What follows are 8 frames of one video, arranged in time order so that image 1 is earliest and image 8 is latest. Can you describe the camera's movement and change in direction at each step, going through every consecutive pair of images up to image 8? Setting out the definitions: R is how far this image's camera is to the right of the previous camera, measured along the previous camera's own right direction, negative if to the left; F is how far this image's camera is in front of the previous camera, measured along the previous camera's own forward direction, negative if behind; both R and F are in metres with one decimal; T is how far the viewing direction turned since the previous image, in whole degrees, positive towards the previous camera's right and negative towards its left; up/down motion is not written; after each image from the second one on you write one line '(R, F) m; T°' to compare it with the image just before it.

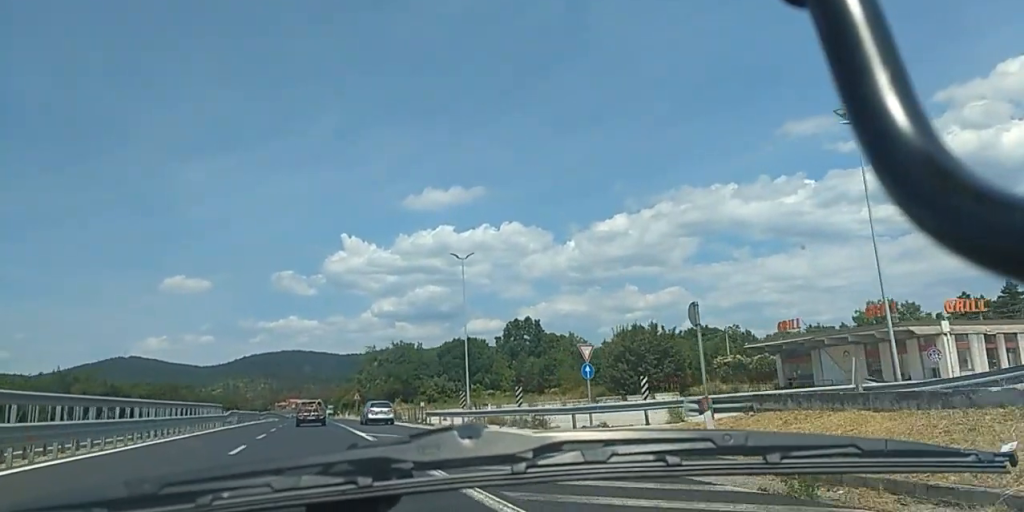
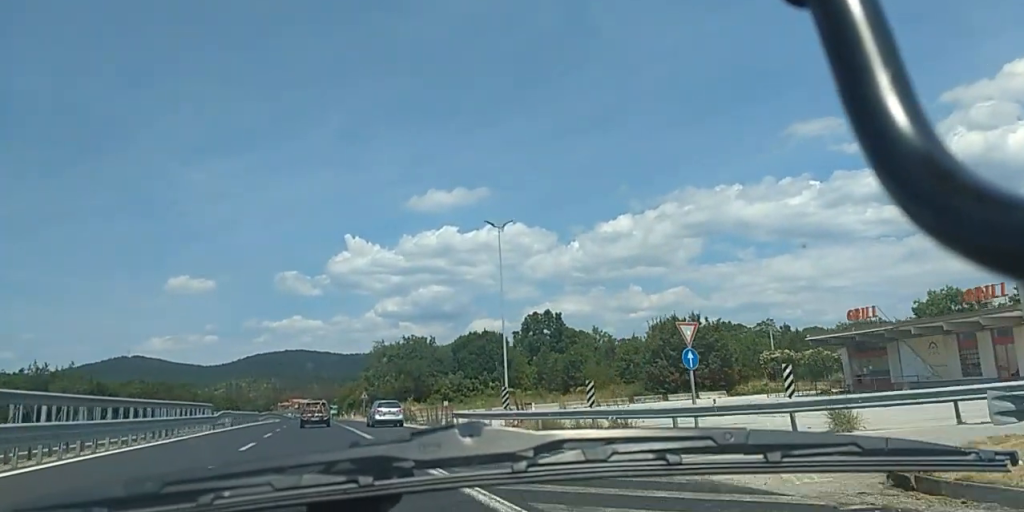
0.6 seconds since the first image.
(0.0, +9.4) m; 0°
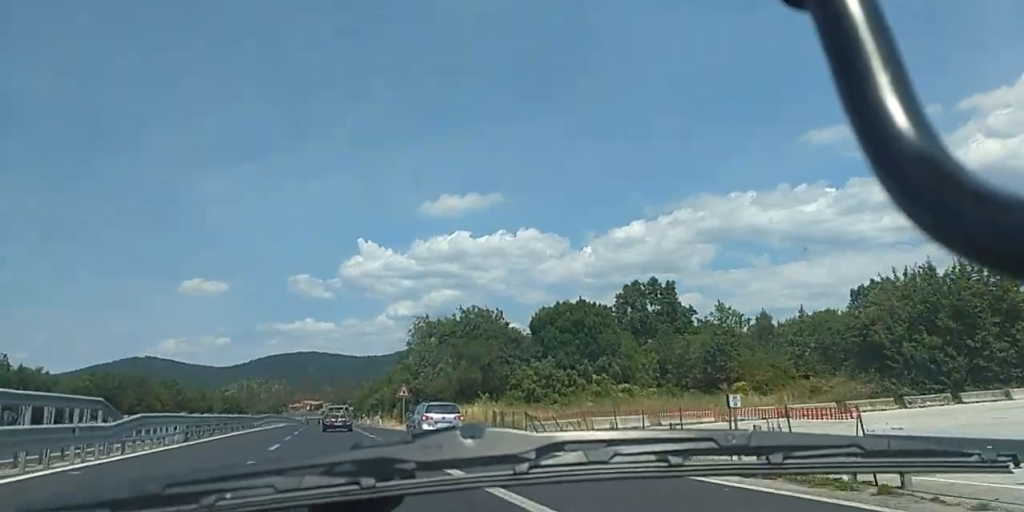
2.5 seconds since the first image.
(+0.3, +31.7) m; 0°
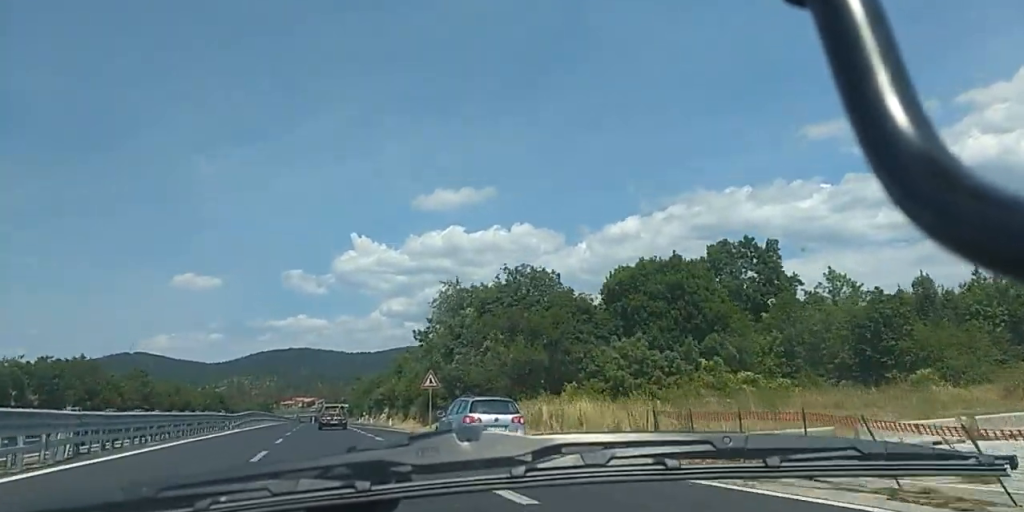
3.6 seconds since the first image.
(-0.3, +18.3) m; -1°
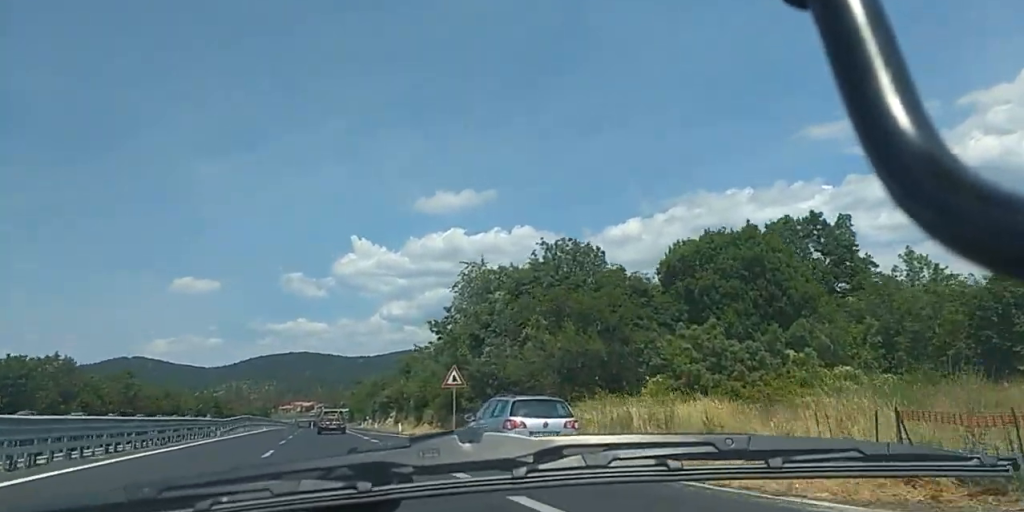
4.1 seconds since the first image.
(0.0, +8.3) m; +1°
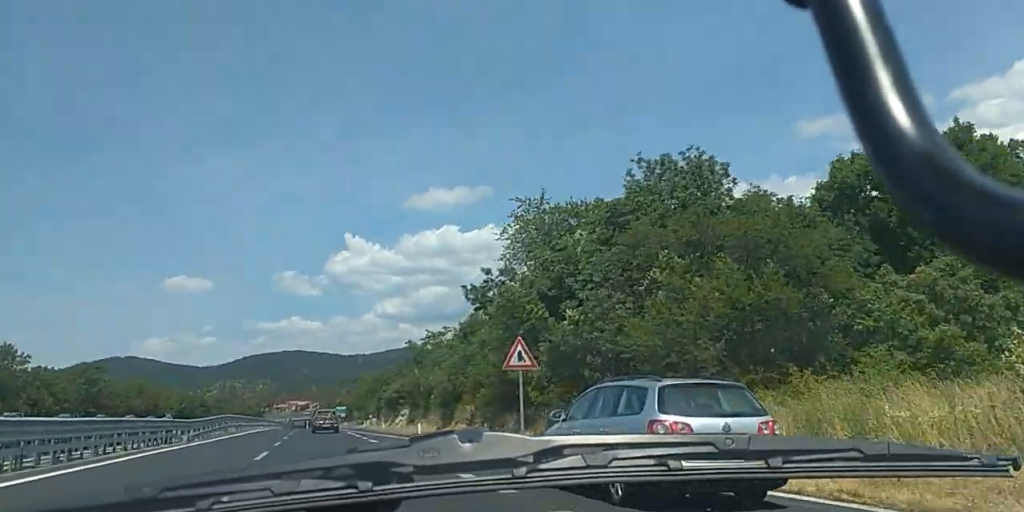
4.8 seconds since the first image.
(+0.1, +13.3) m; +1°
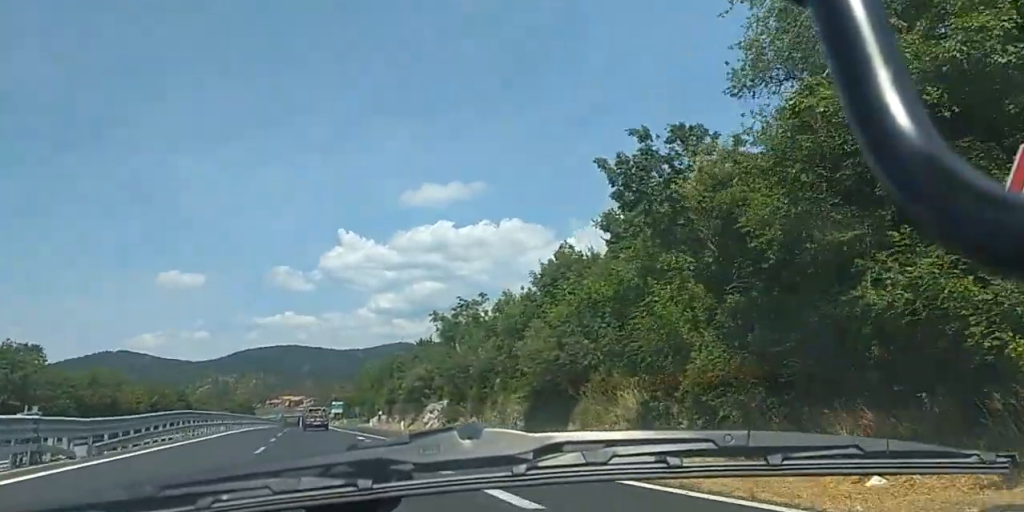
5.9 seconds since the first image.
(+0.4, +19.8) m; +1°
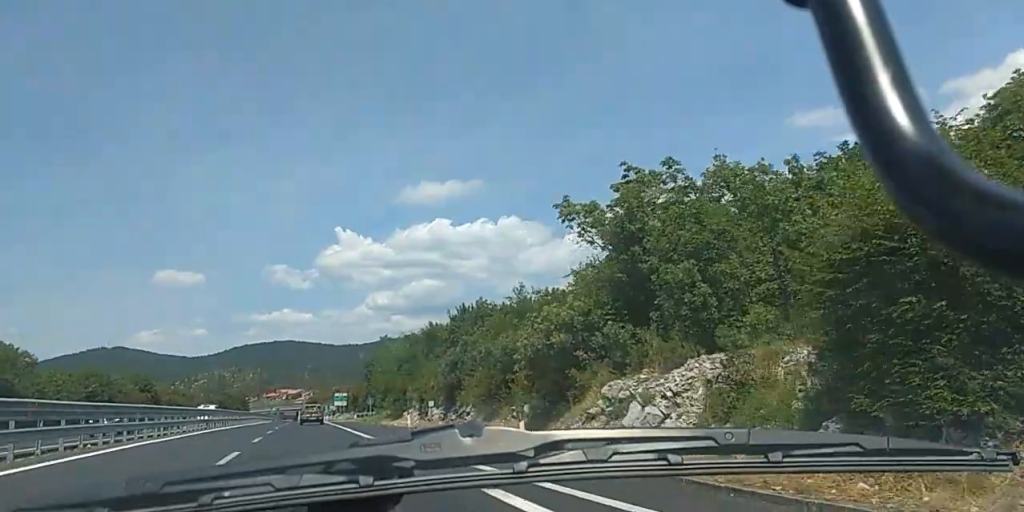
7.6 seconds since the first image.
(-0.5, +31.3) m; -1°
